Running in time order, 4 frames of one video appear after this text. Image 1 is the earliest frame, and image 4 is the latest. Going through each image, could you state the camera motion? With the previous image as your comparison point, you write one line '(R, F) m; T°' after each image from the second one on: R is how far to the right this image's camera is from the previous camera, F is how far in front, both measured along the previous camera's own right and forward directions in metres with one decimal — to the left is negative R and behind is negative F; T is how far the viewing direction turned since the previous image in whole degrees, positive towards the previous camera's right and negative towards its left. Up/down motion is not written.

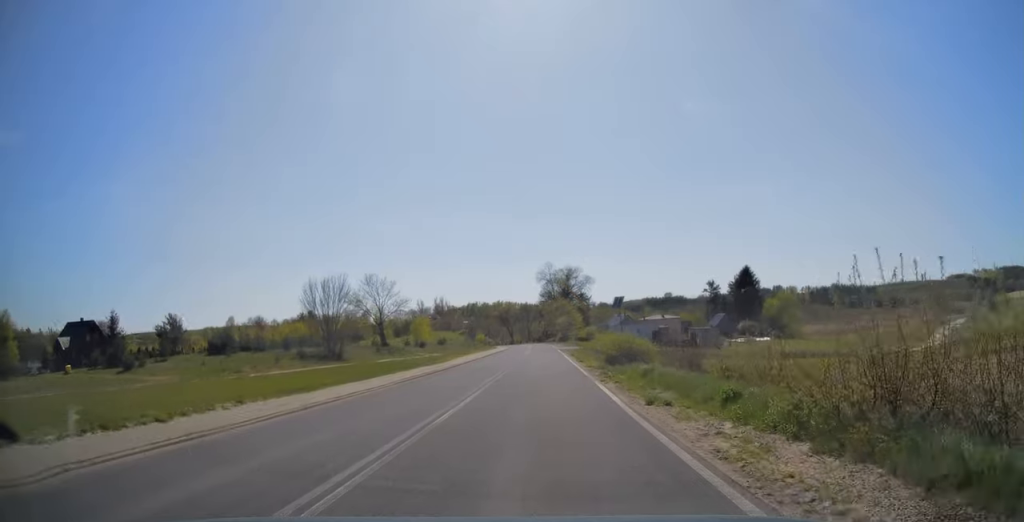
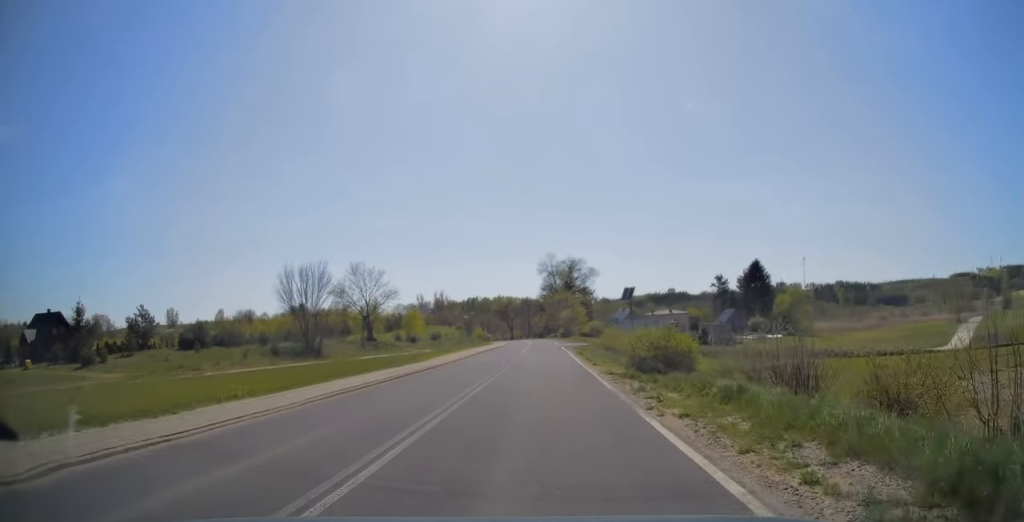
(+0.1, +8.4) m; 0°
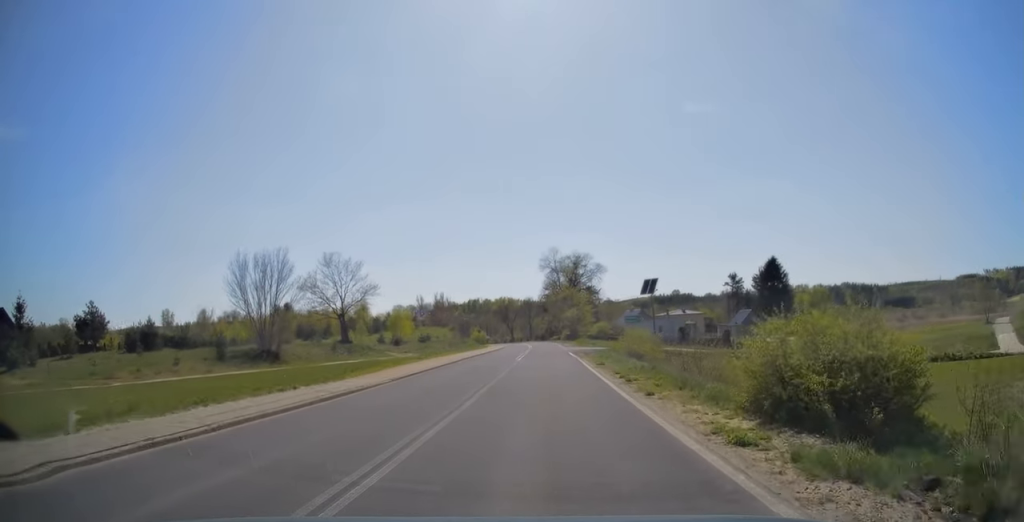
(+0.2, +13.0) m; 0°
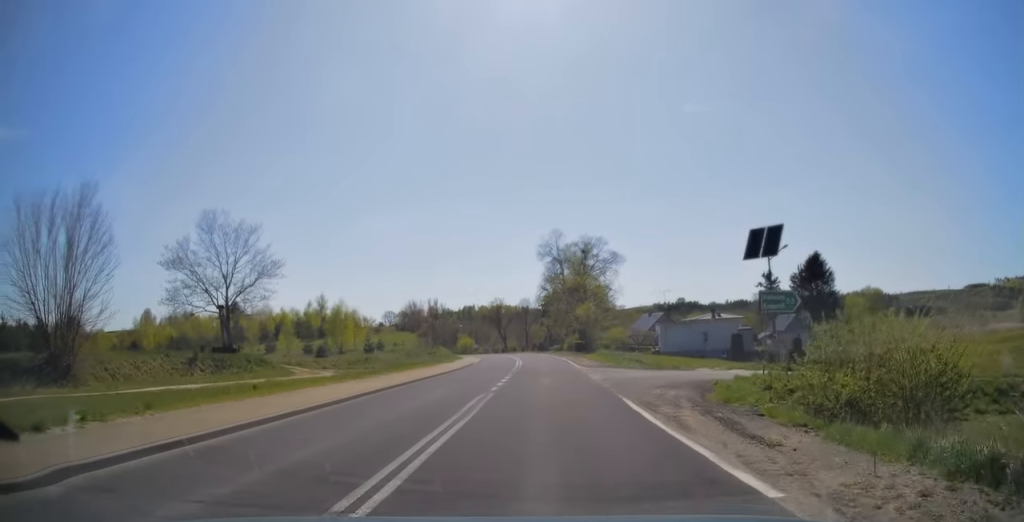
(-0.7, +31.2) m; -1°
